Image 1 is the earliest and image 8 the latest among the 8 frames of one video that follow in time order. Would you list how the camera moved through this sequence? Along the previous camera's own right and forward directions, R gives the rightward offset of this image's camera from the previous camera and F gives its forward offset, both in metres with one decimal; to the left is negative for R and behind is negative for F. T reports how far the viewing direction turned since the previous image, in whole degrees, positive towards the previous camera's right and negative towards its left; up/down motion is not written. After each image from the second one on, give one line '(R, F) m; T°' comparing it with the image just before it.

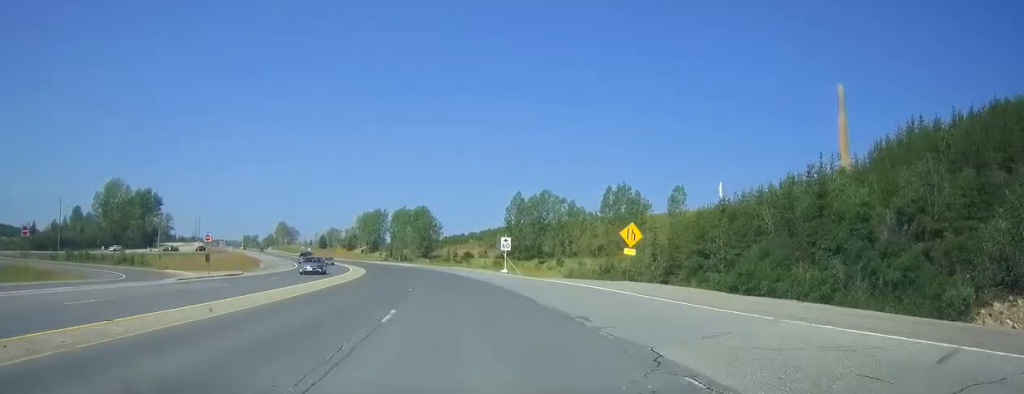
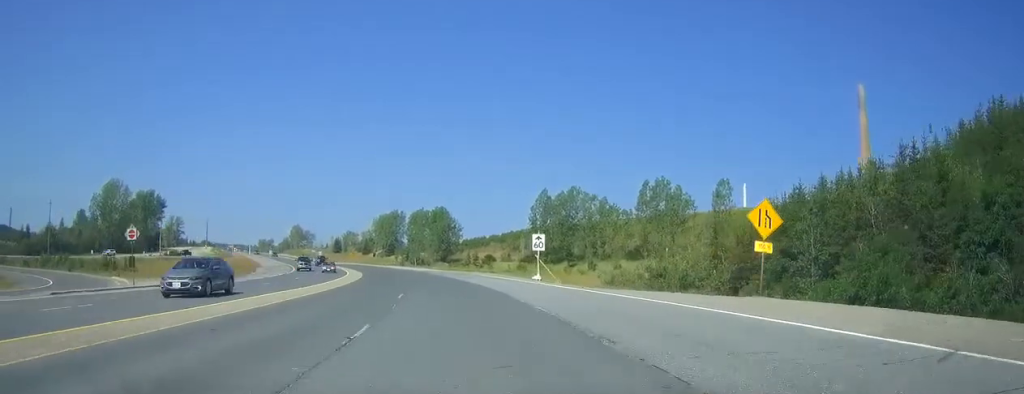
(-0.3, +14.9) m; -2°
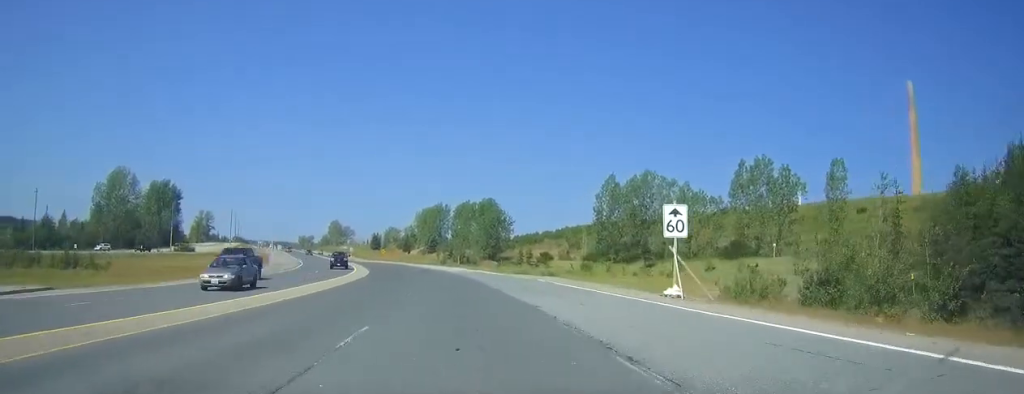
(-0.6, +26.5) m; -3°
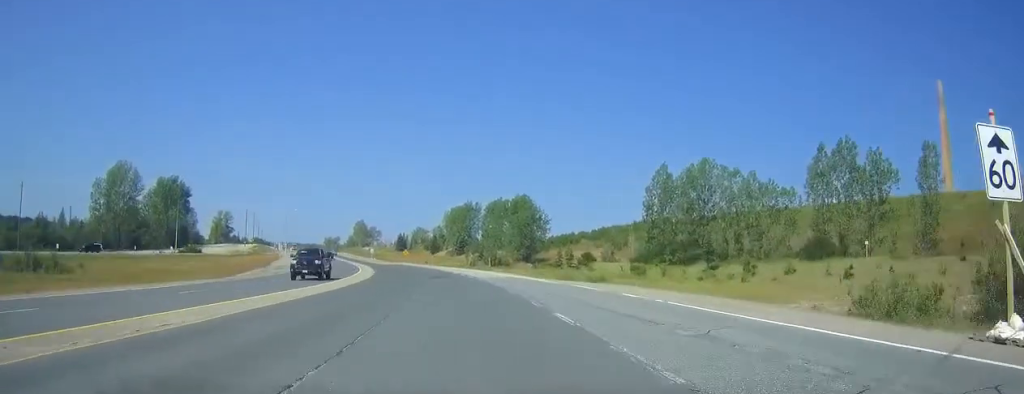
(-0.5, +17.0) m; -2°
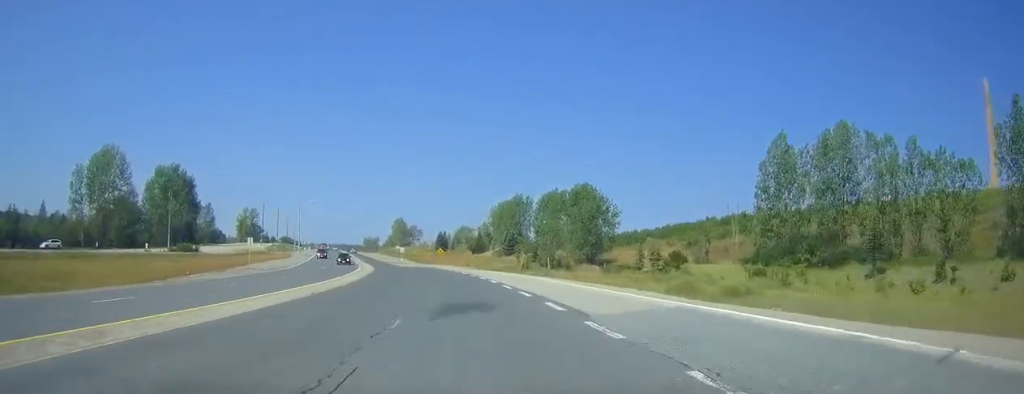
(-1.2, +32.8) m; -4°
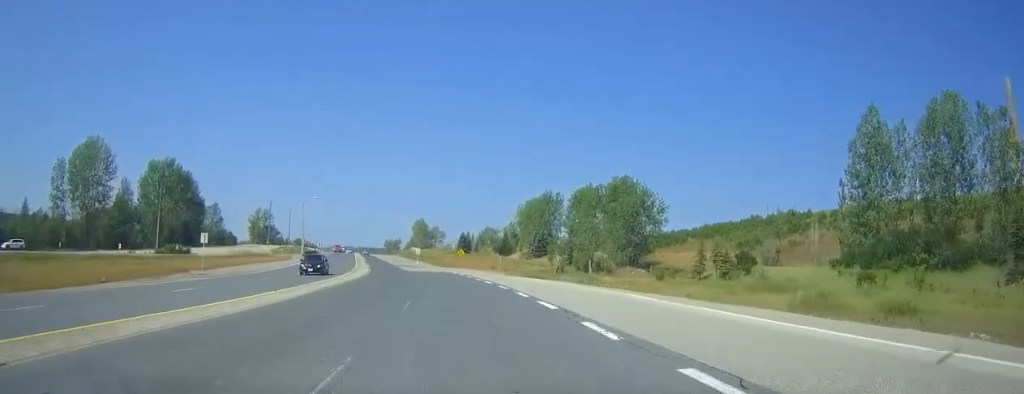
(-0.4, +18.7) m; -2°
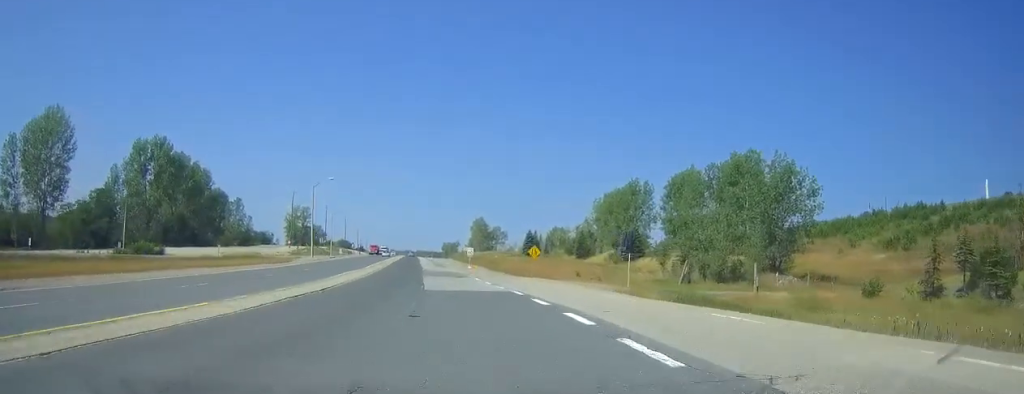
(-1.9, +39.4) m; -5°
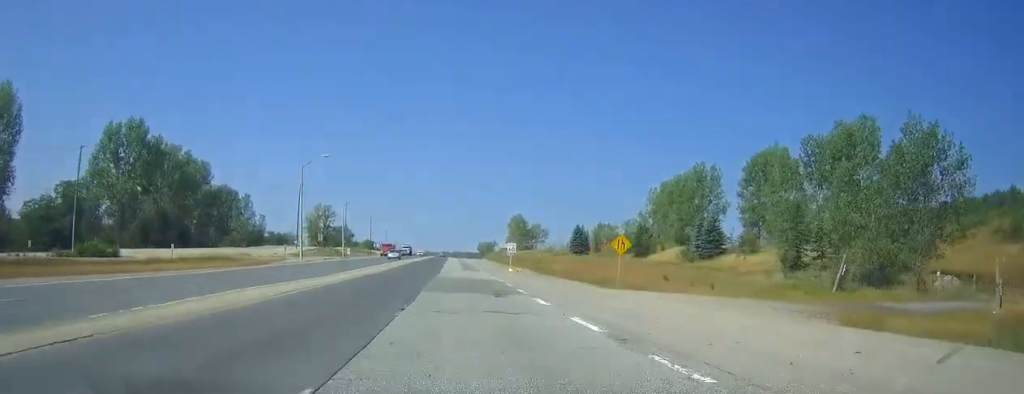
(-0.7, +26.3) m; -3°
